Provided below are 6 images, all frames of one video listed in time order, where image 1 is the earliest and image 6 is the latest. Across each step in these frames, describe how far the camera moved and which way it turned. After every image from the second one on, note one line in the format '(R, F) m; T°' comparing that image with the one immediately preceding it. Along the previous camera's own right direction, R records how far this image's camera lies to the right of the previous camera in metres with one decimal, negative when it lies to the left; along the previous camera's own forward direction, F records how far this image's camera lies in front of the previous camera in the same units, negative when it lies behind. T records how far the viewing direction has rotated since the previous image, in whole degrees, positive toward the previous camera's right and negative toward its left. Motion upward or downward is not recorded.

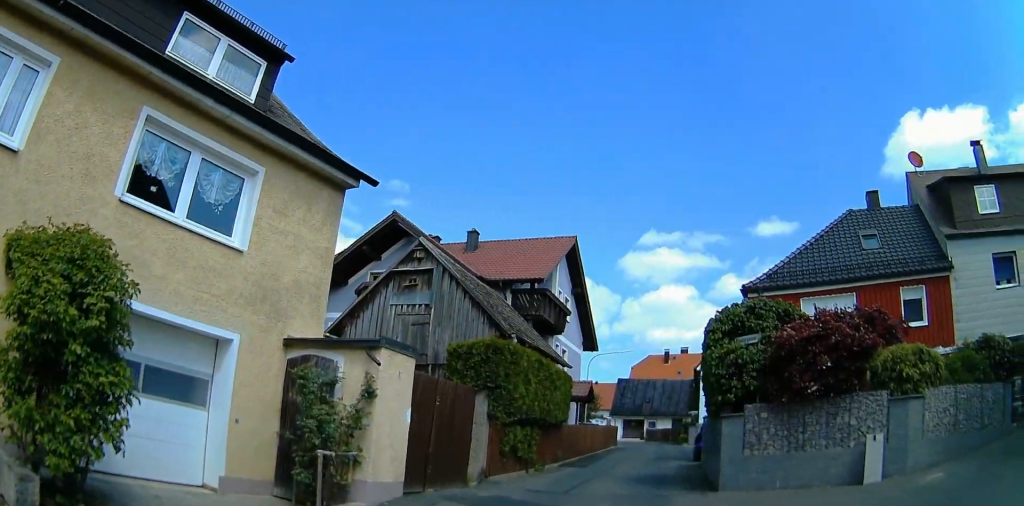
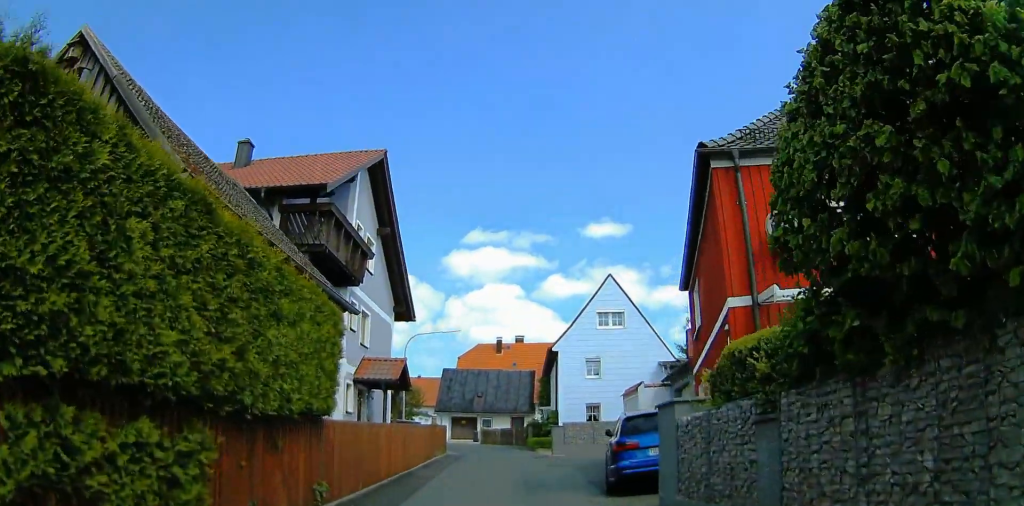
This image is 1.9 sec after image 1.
(+0.6, +9.7) m; +10°
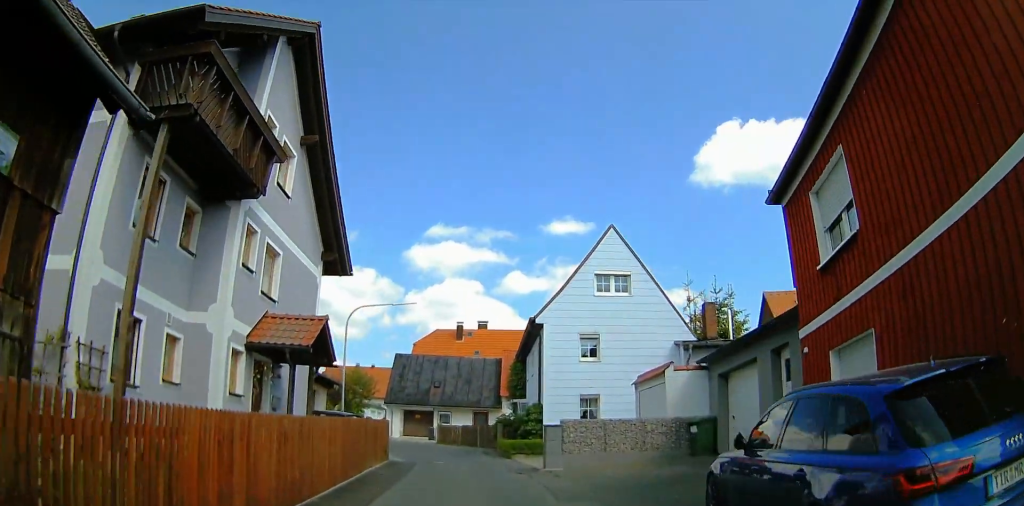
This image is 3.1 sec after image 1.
(+0.2, +6.8) m; +6°
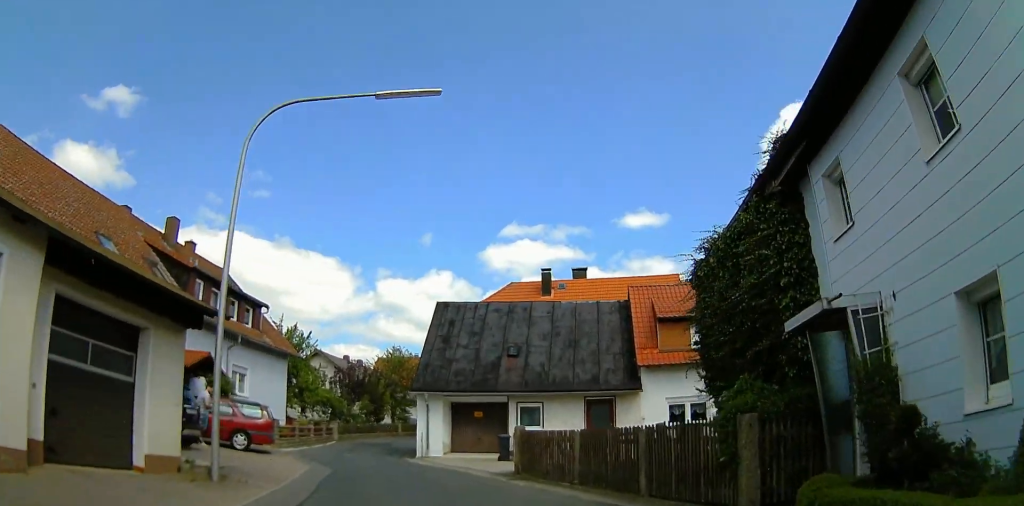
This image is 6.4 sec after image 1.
(+1.1, +21.2) m; -1°
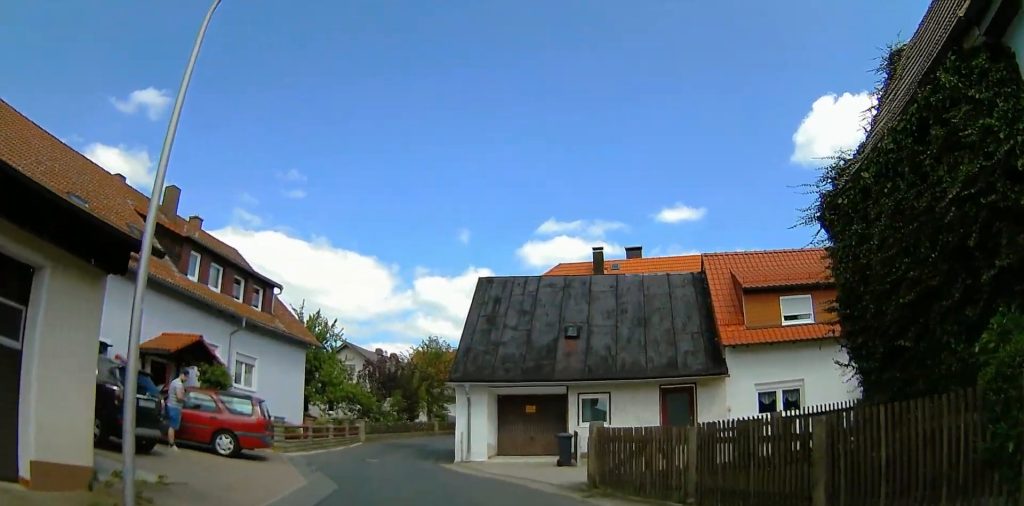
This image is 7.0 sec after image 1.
(+0.1, +4.3) m; -5°
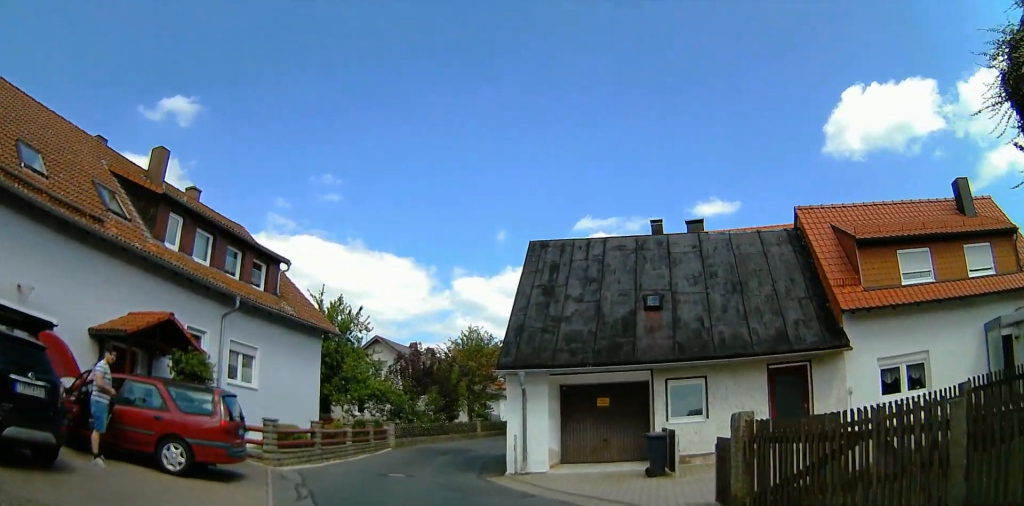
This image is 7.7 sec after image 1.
(-0.6, +4.6) m; -6°
